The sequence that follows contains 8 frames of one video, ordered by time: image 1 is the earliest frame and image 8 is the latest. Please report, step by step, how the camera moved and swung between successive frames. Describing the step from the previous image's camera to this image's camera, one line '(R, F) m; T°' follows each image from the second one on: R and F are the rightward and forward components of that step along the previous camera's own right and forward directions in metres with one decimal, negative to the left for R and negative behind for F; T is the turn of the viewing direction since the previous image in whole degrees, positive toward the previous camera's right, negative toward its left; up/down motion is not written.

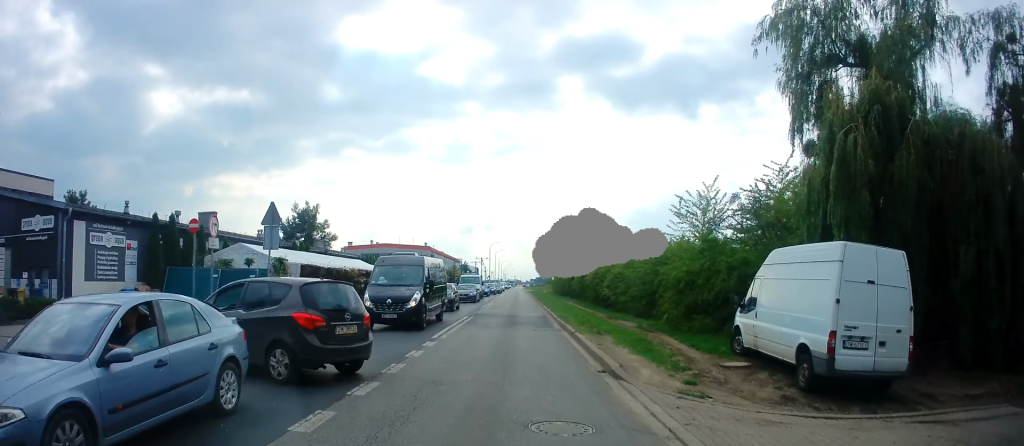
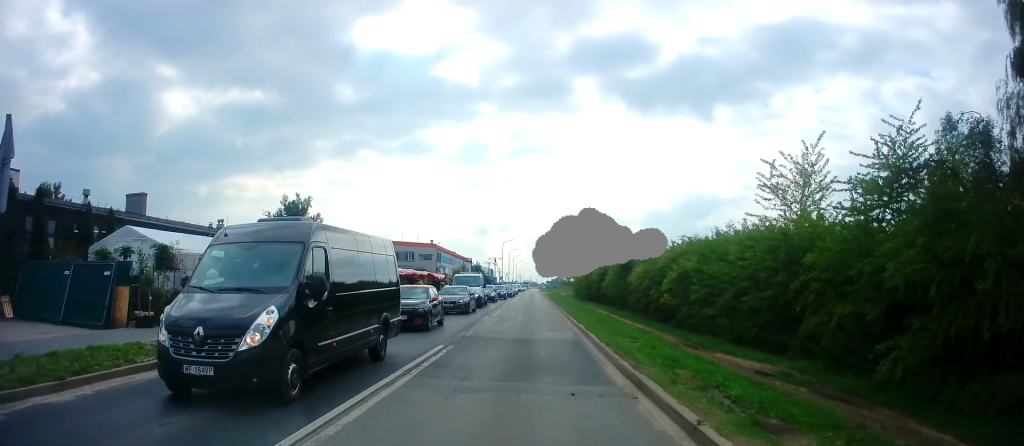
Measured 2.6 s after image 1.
(-1.5, +11.9) m; -5°
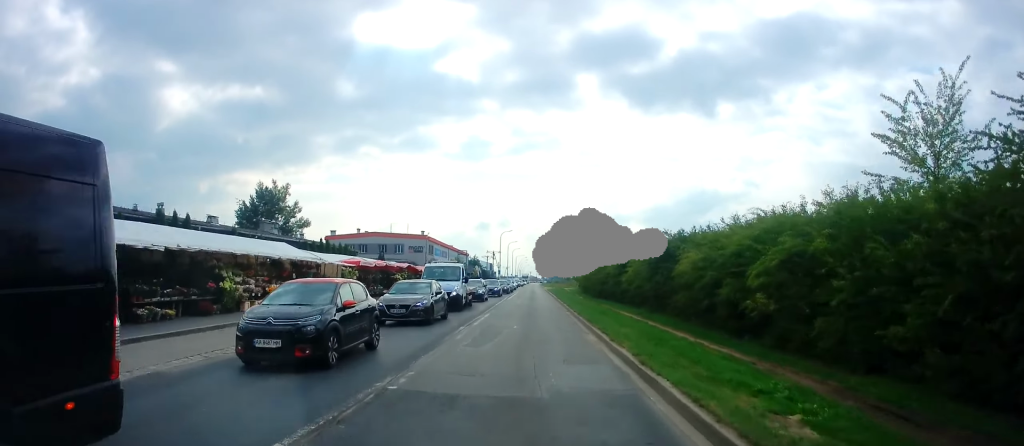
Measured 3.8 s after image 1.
(0.0, +9.6) m; +1°
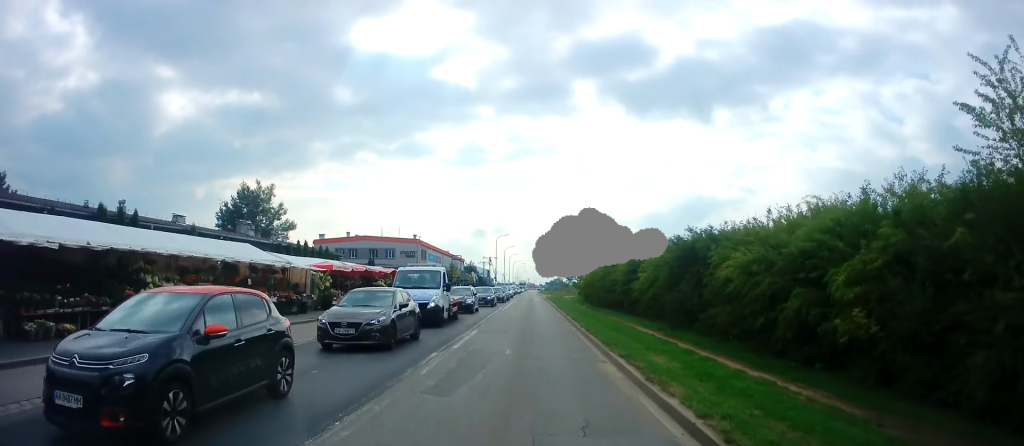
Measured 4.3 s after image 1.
(0.0, +4.6) m; +1°
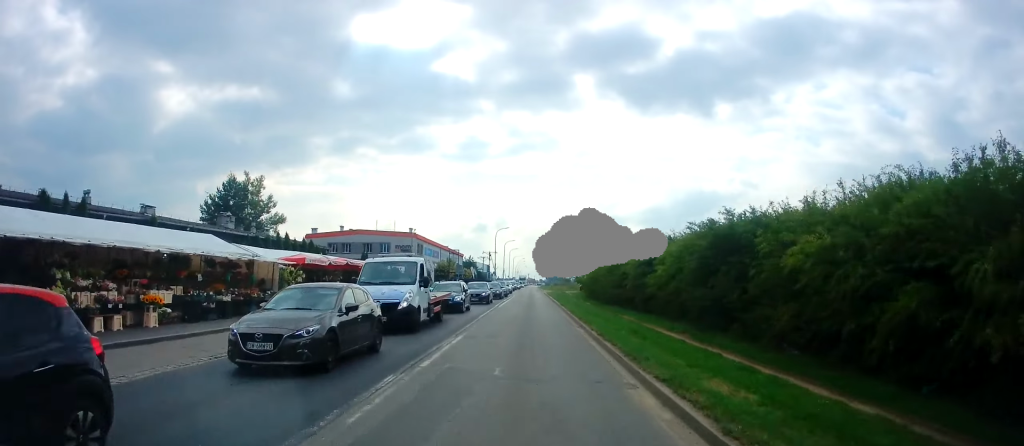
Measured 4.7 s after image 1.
(0.0, +3.9) m; +1°
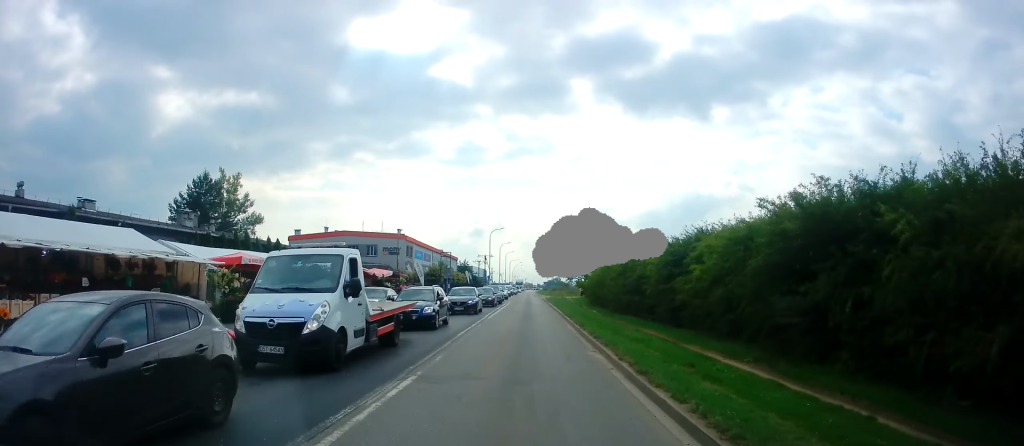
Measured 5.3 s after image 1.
(+0.1, +5.8) m; 0°
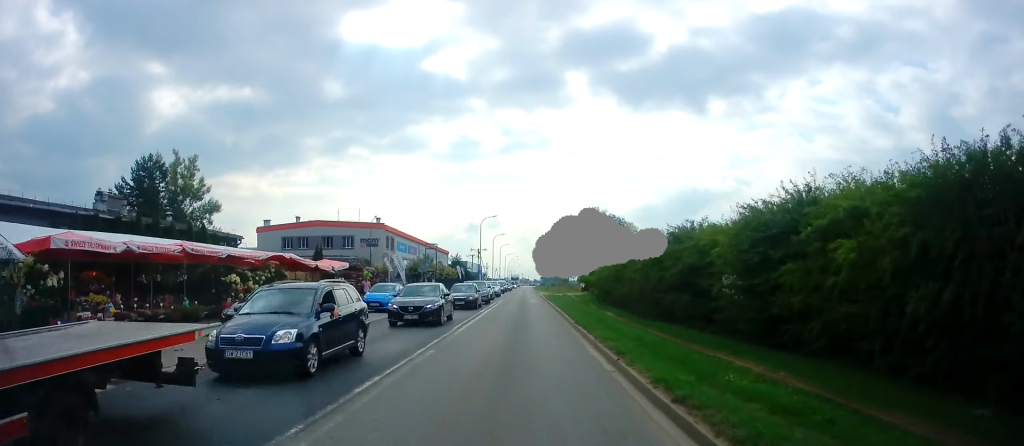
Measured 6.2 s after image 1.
(+0.1, +9.6) m; -2°
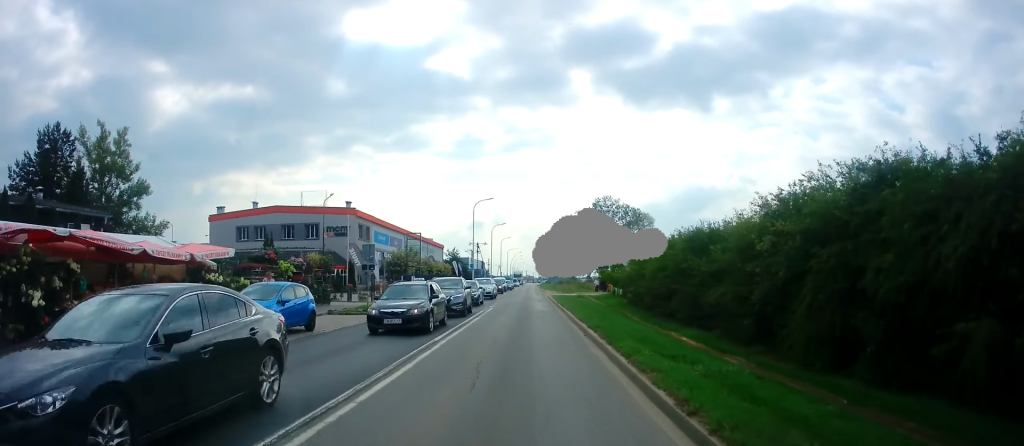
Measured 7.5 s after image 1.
(-0.7, +14.2) m; -1°
